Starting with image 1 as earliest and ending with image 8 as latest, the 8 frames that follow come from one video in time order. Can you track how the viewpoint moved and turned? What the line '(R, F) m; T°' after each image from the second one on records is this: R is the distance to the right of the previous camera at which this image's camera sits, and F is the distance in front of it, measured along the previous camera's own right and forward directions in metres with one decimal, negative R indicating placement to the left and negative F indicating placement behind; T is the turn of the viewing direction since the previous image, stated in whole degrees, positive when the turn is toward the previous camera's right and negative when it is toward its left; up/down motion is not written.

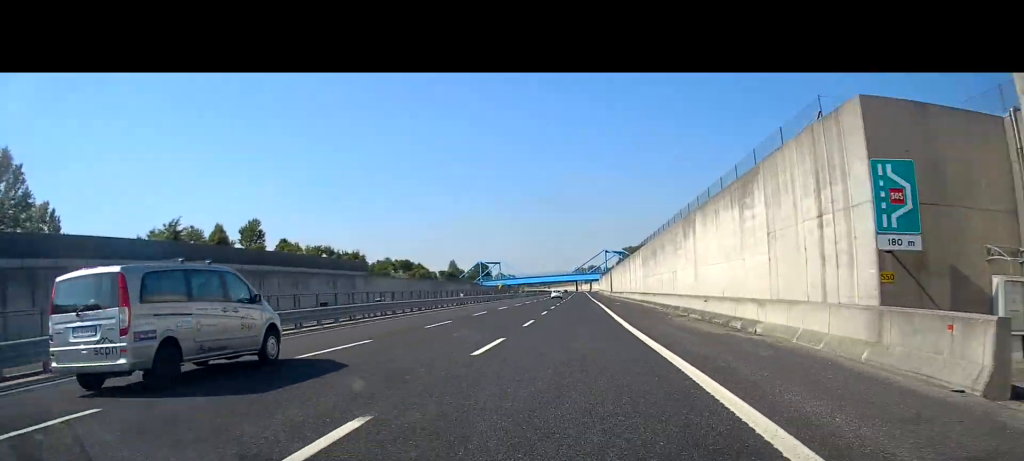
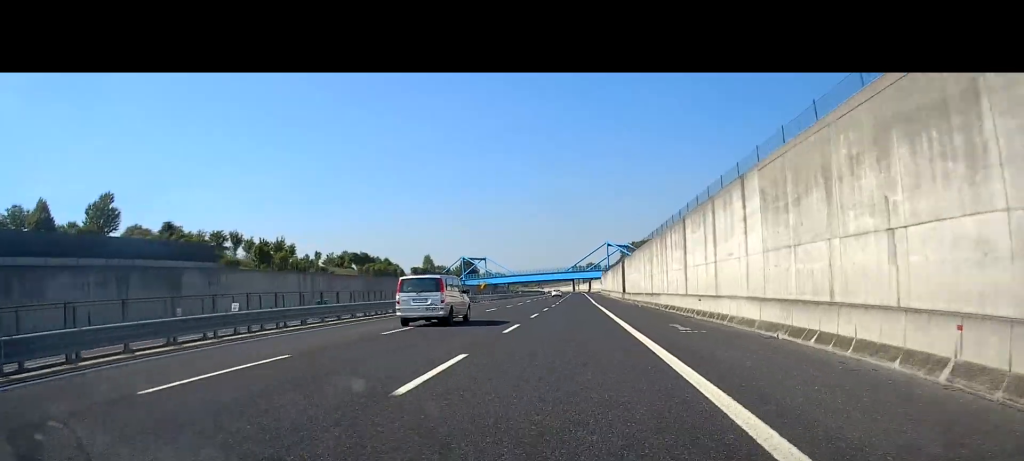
(0.0, +39.9) m; 0°
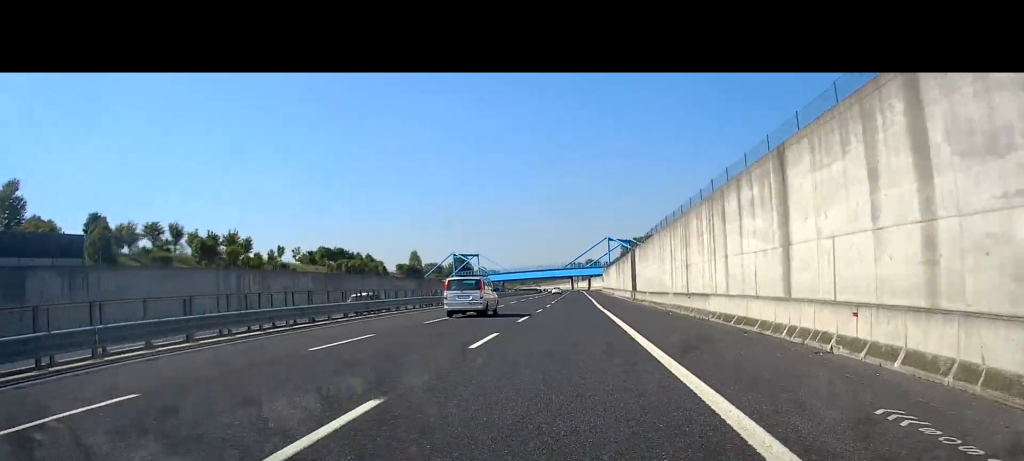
(0.0, +16.8) m; 0°
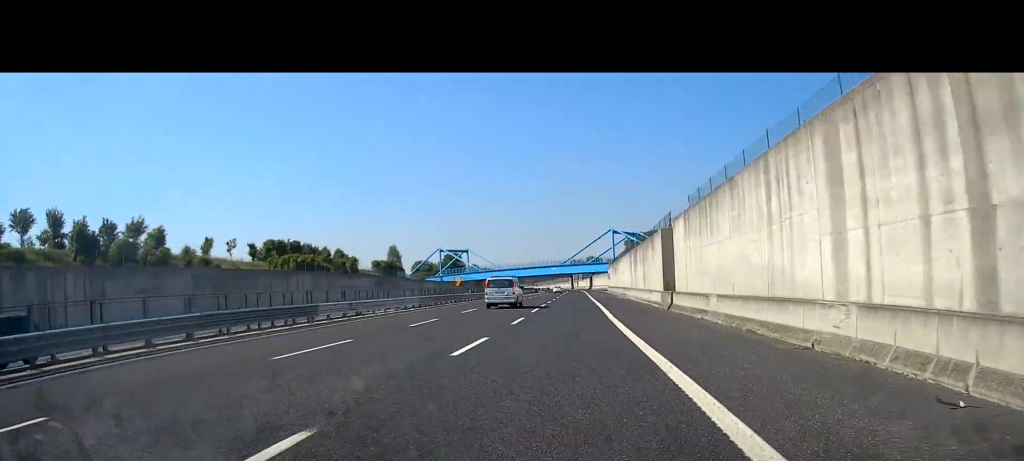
(-0.1, +24.8) m; 0°
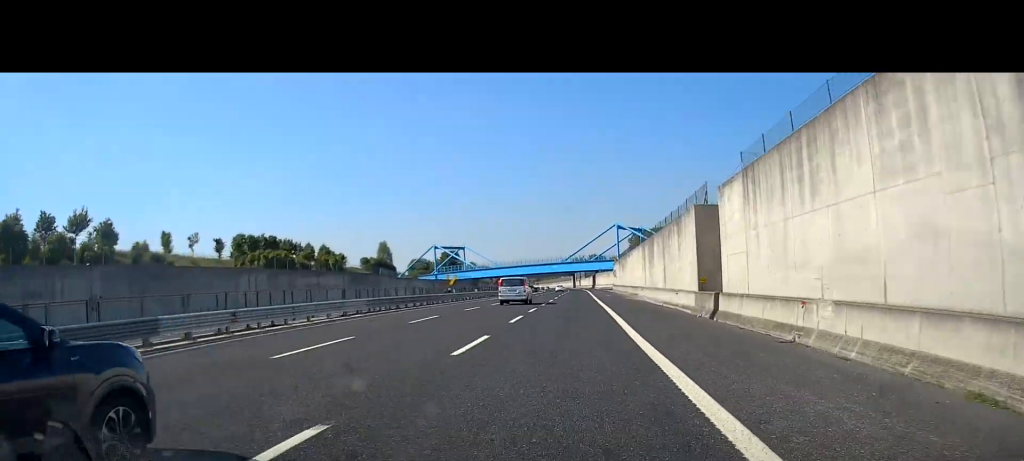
(+0.1, +11.4) m; 0°
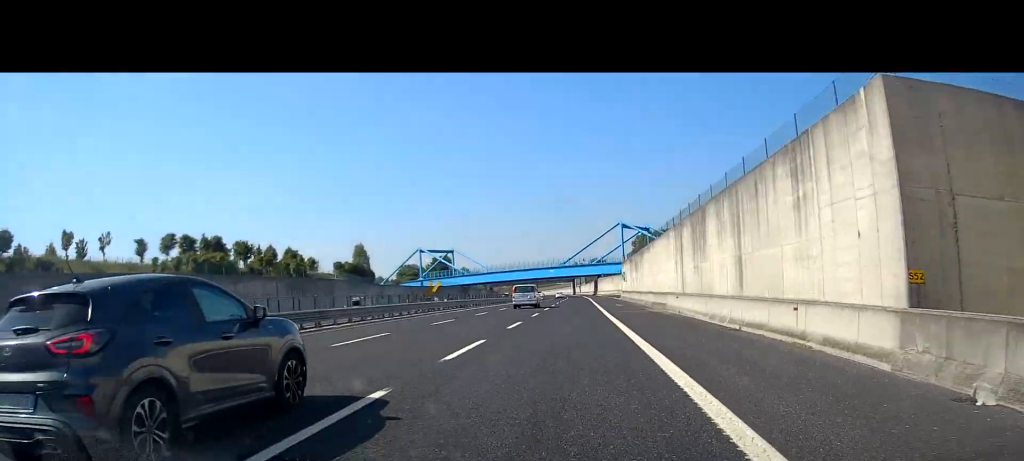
(+0.1, +19.4) m; 0°
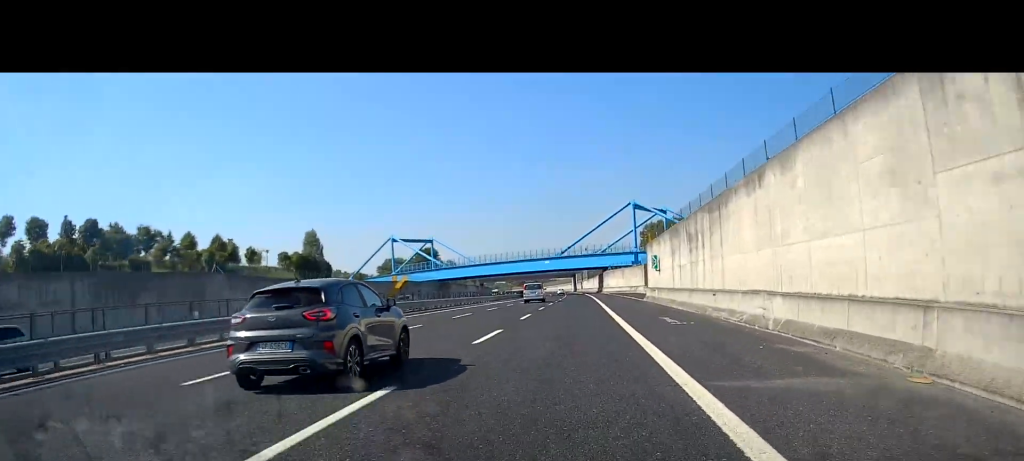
(-0.1, +30.0) m; -1°
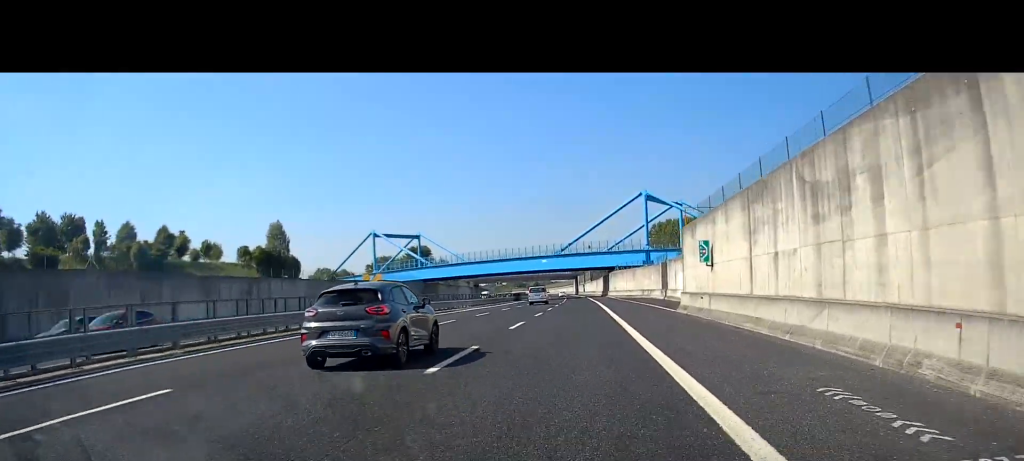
(-0.1, +16.9) m; 0°
